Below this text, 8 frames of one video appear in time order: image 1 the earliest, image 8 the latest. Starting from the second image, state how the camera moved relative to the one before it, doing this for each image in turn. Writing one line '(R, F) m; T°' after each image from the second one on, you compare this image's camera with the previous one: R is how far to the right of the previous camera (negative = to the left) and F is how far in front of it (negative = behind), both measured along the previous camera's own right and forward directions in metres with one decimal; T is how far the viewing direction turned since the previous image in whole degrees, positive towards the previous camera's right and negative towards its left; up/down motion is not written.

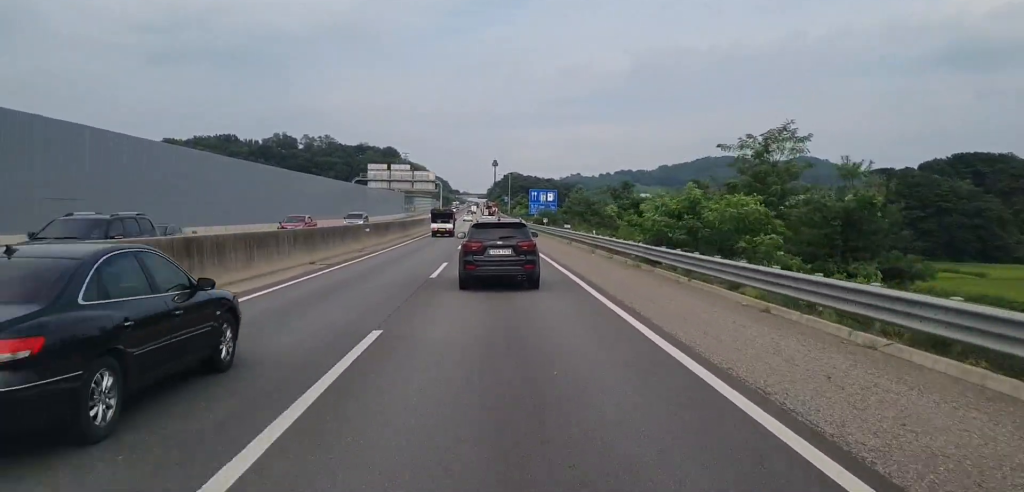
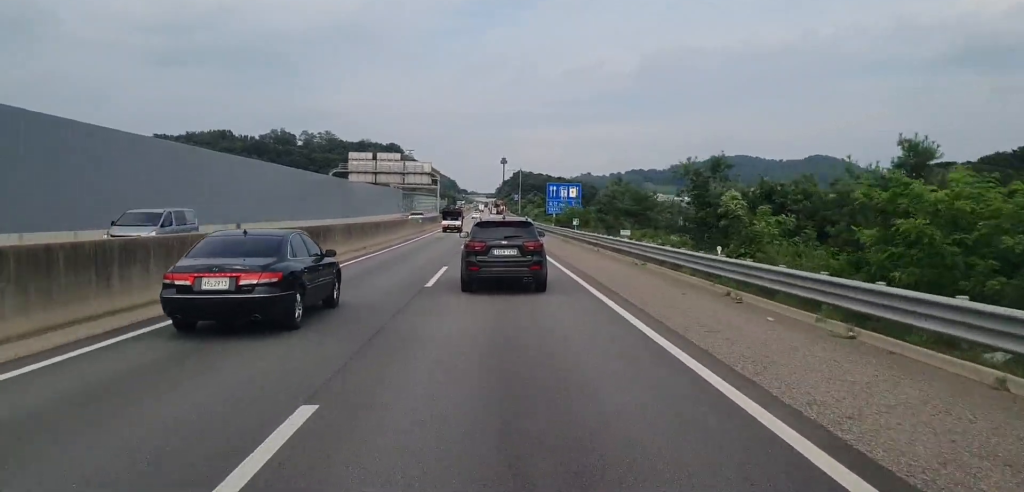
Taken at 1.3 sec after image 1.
(-0.2, +20.5) m; -1°
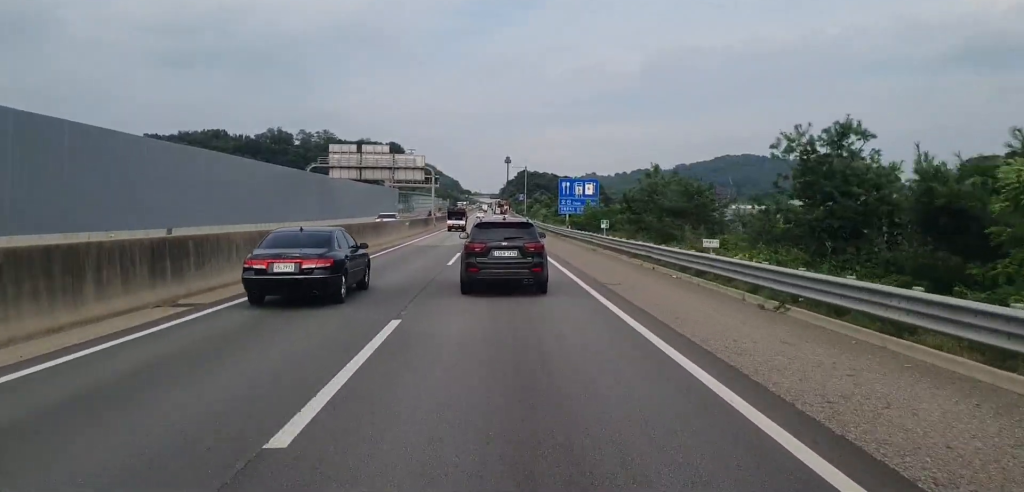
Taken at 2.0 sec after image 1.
(-0.1, +11.9) m; -1°
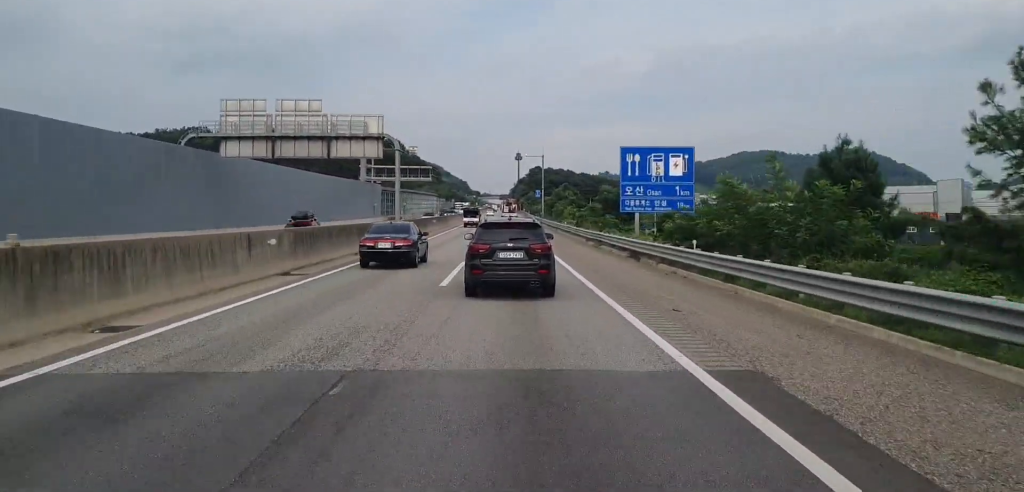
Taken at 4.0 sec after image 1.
(+0.4, +33.7) m; 0°
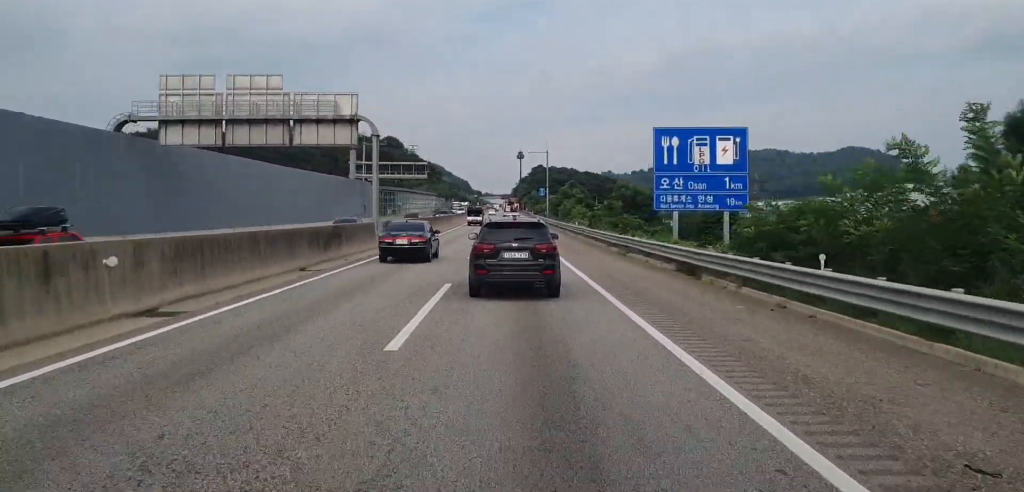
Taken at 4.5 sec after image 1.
(-0.2, +8.8) m; 0°
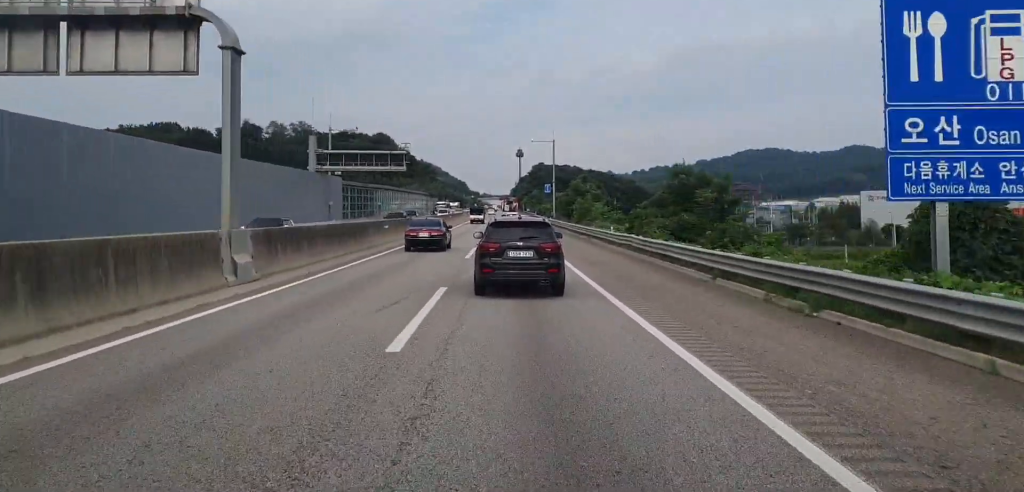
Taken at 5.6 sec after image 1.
(+0.1, +20.5) m; +1°
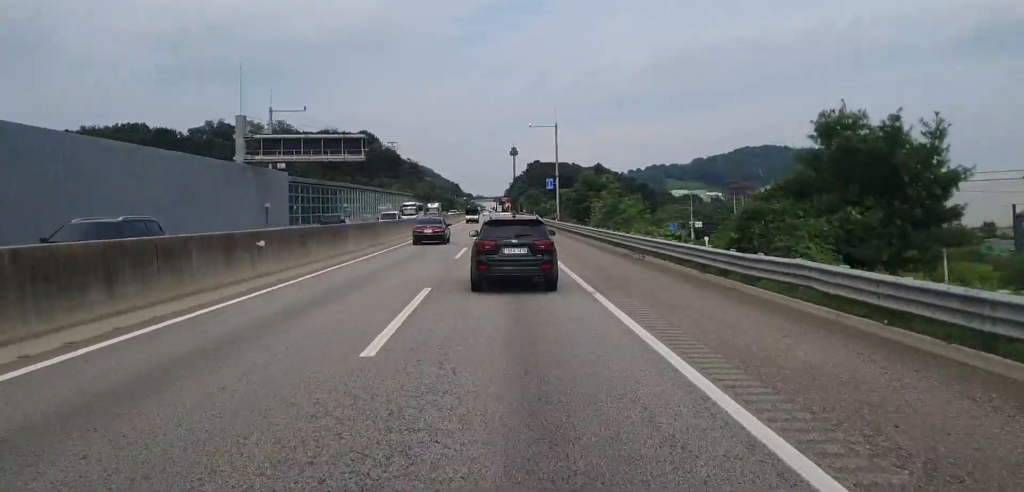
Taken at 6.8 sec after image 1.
(+0.4, +20.4) m; 0°
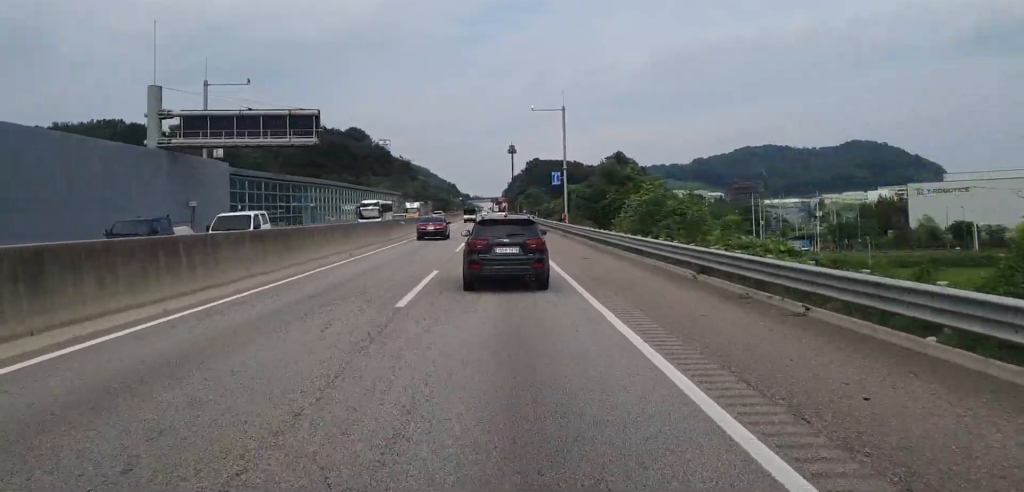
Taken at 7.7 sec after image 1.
(-0.3, +15.2) m; 0°
